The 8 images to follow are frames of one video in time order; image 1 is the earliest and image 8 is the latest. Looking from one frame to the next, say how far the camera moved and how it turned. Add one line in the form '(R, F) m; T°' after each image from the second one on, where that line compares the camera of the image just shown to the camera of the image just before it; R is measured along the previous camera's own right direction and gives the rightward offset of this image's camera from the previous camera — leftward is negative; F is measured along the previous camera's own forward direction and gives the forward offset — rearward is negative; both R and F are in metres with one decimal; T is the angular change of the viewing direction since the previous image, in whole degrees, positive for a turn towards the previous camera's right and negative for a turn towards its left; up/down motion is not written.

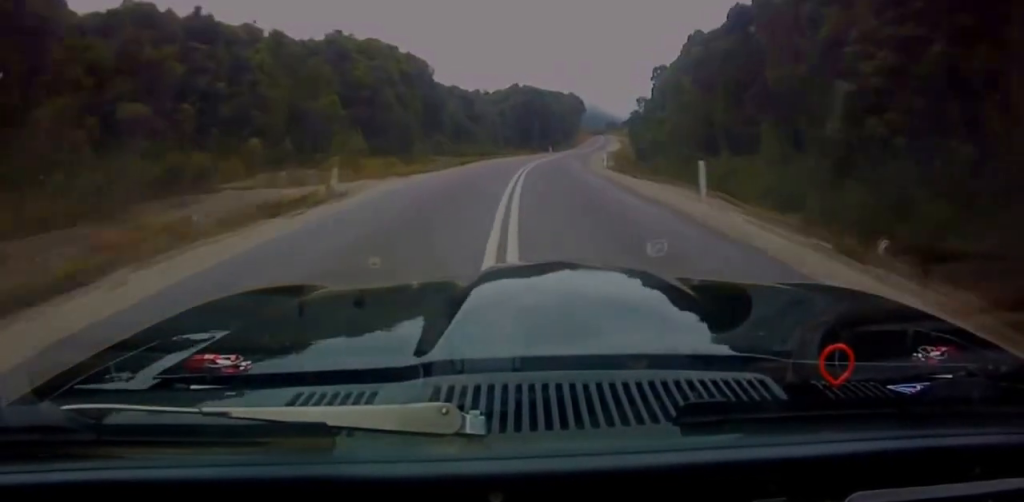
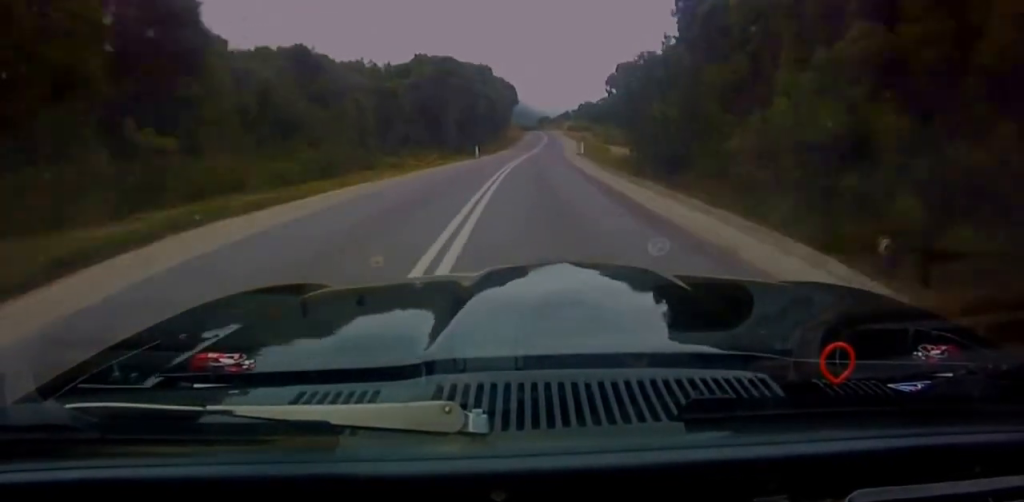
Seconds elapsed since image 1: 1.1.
(+1.9, +48.5) m; +4°
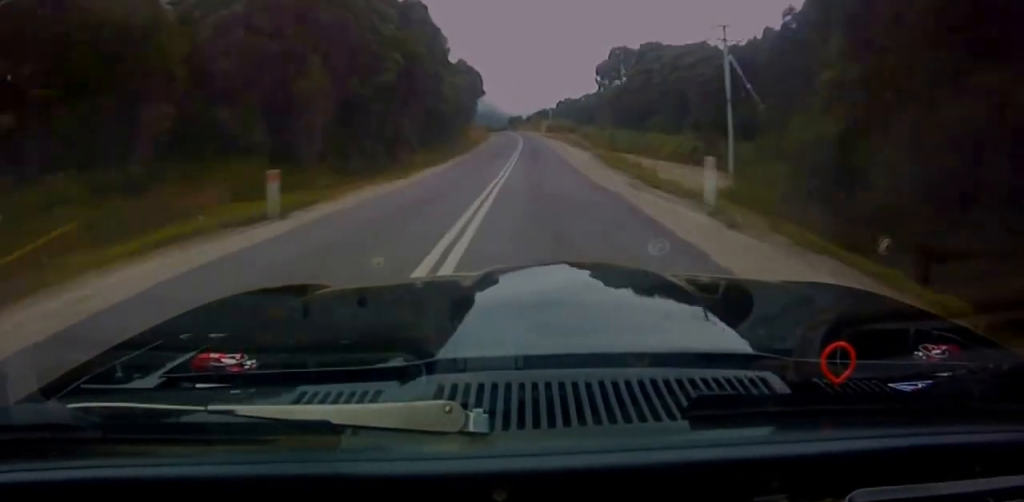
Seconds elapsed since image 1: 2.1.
(+1.0, +45.0) m; +1°
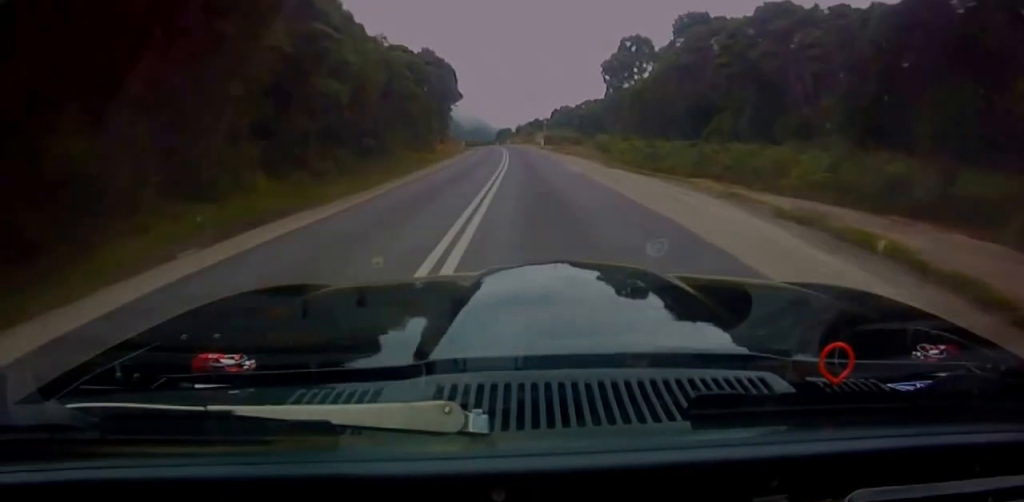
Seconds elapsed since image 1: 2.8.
(-0.2, +34.7) m; -2°
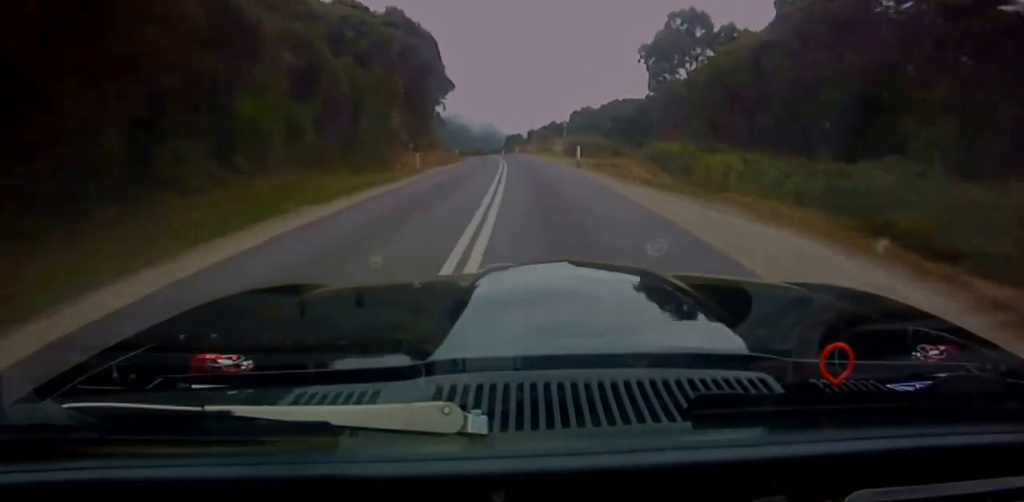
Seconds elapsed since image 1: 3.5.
(-0.5, +31.5) m; -2°
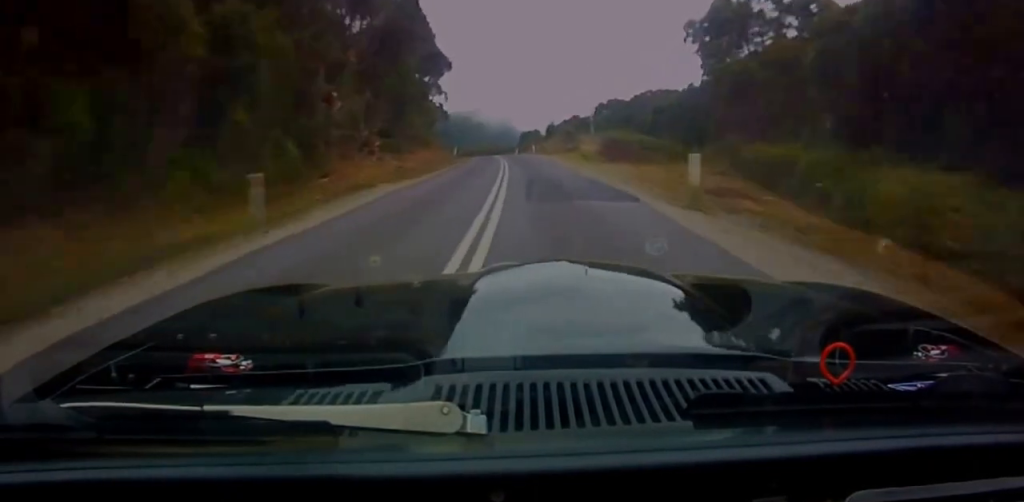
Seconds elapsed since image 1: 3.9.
(-0.2, +20.5) m; -2°
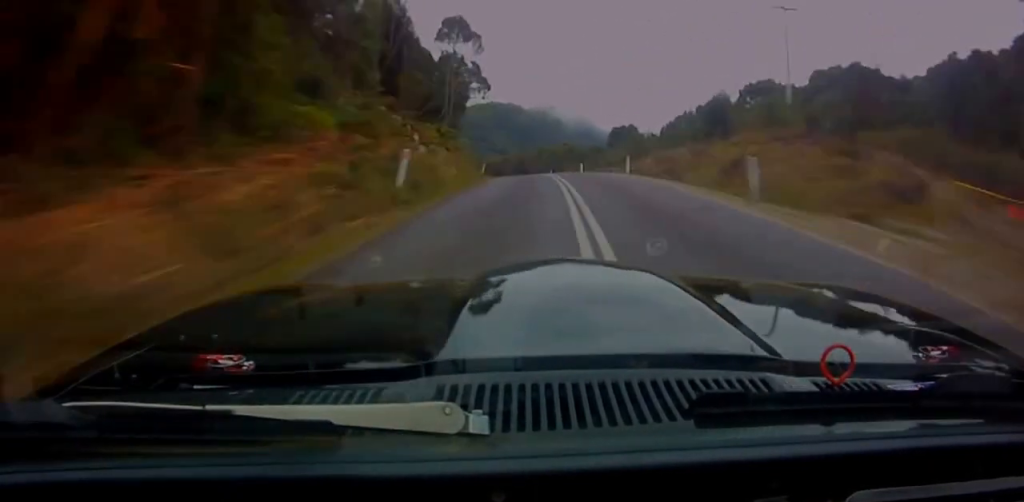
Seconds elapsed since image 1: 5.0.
(-2.0, +53.0) m; -4°
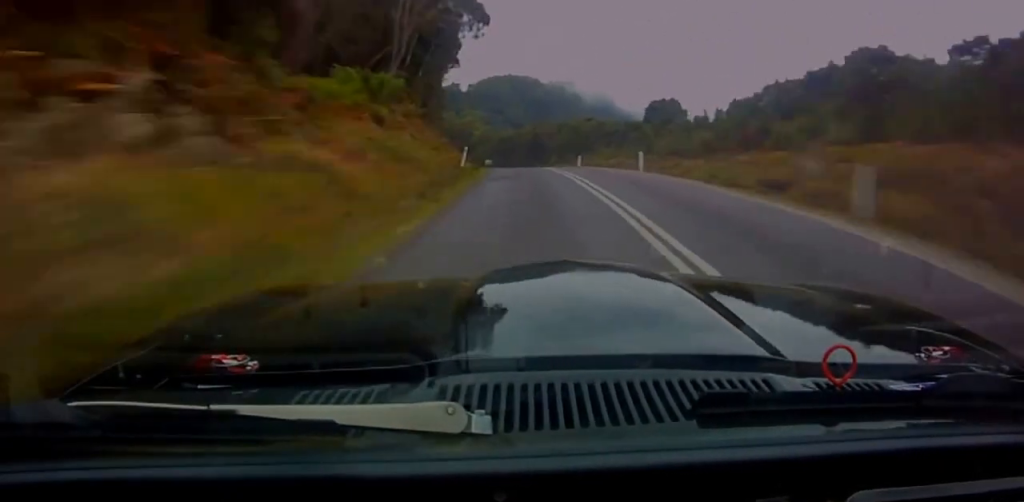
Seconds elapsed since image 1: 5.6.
(-0.6, +25.0) m; -2°
